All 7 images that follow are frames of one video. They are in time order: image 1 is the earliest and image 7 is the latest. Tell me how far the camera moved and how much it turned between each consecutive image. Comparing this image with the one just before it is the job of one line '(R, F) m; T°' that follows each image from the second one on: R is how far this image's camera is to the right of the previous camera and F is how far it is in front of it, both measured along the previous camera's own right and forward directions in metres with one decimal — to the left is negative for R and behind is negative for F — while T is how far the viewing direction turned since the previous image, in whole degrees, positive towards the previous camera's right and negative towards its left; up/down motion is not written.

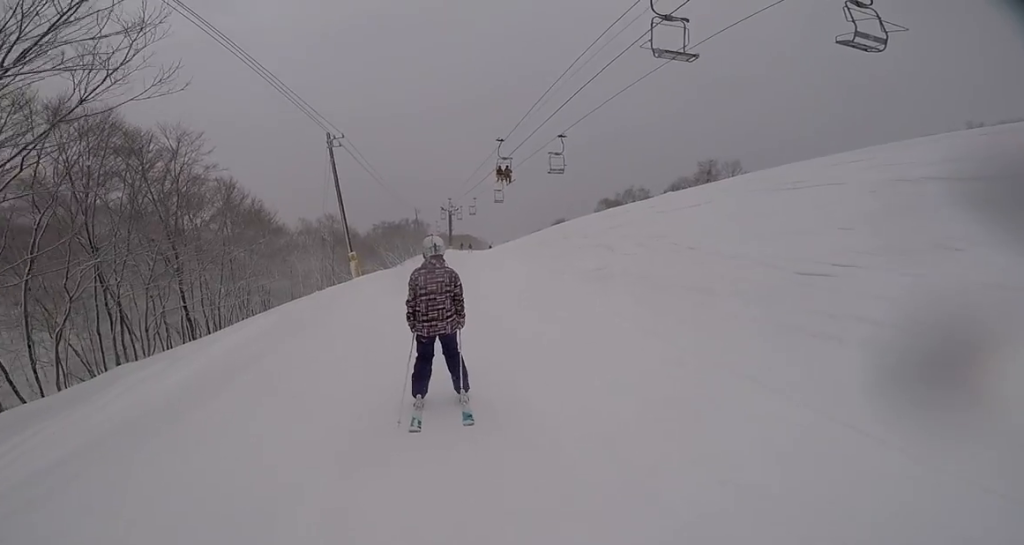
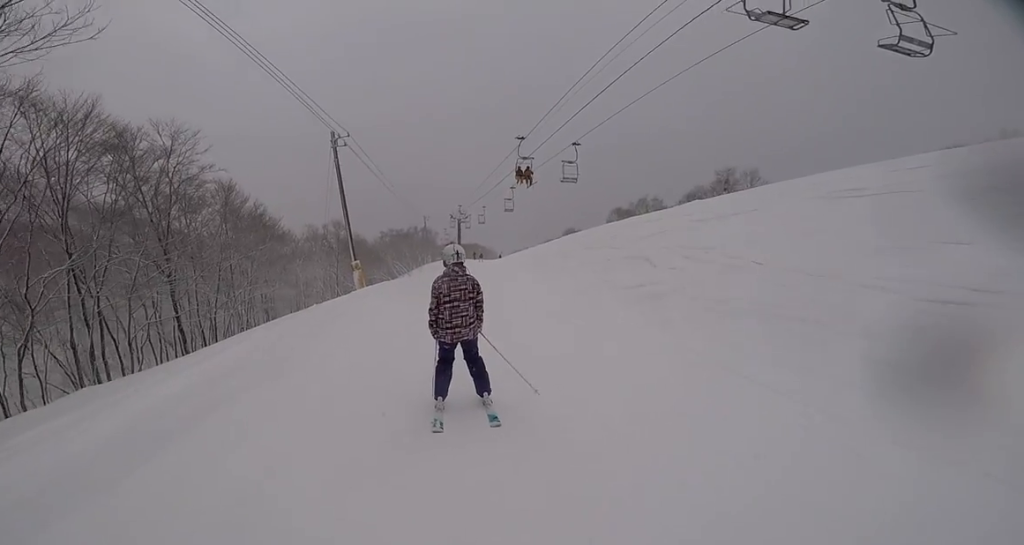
(0.0, +1.9) m; +4°
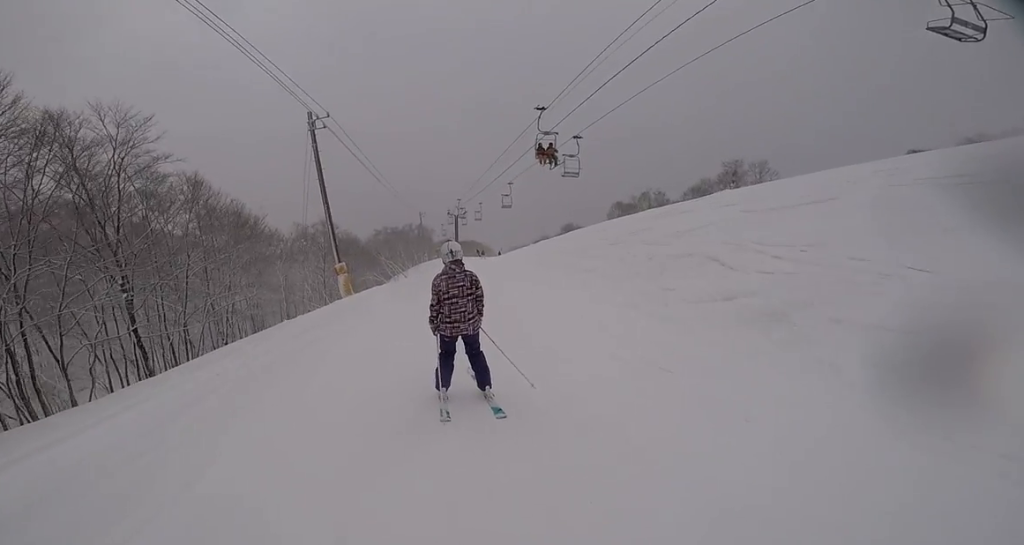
(+0.2, +3.5) m; +5°
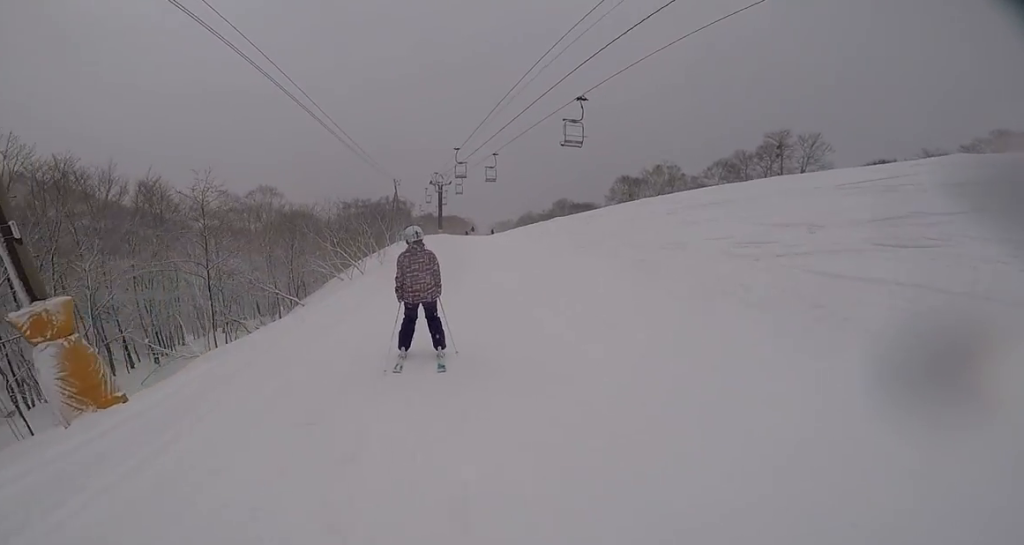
(-1.2, +14.7) m; -10°
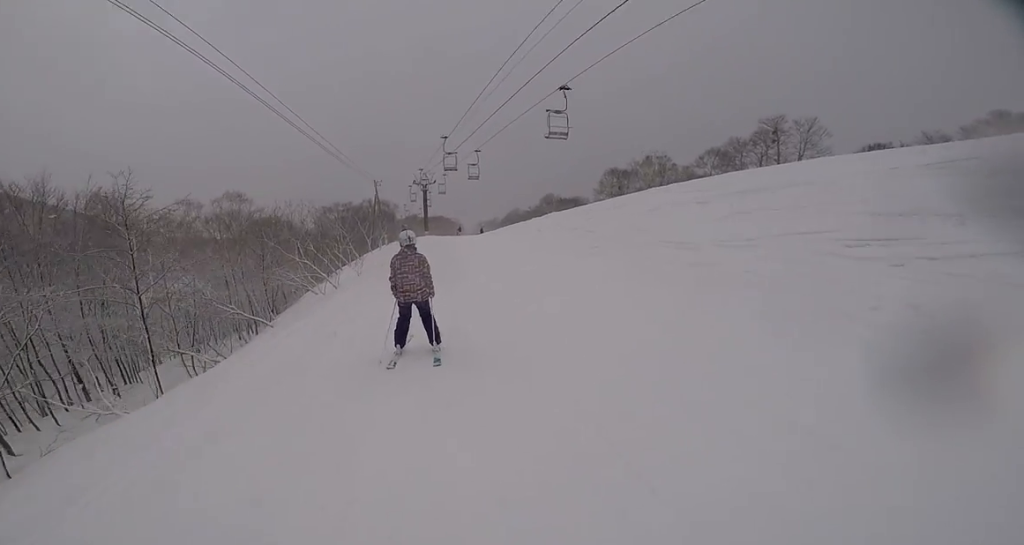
(0.0, +4.0) m; +1°
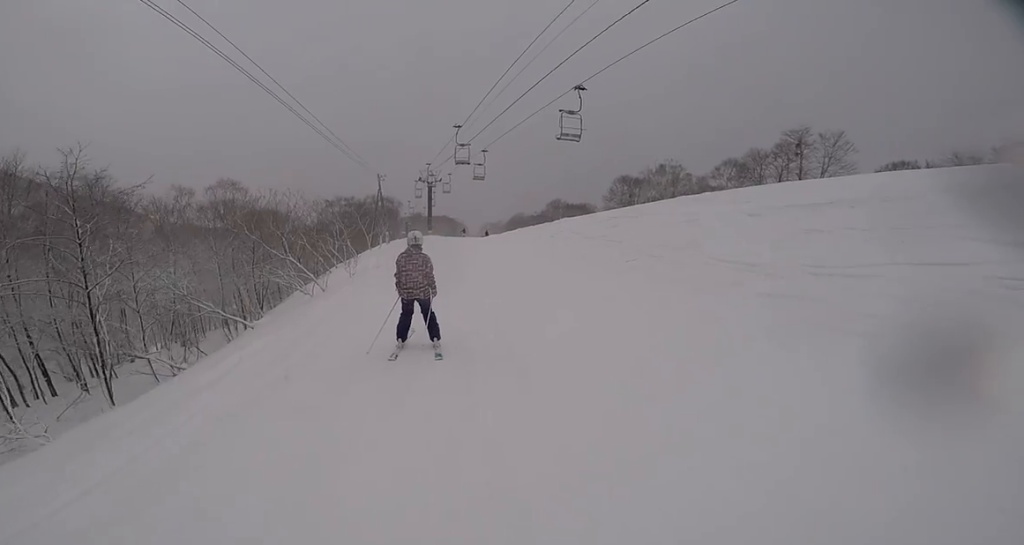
(0.0, +2.6) m; +3°
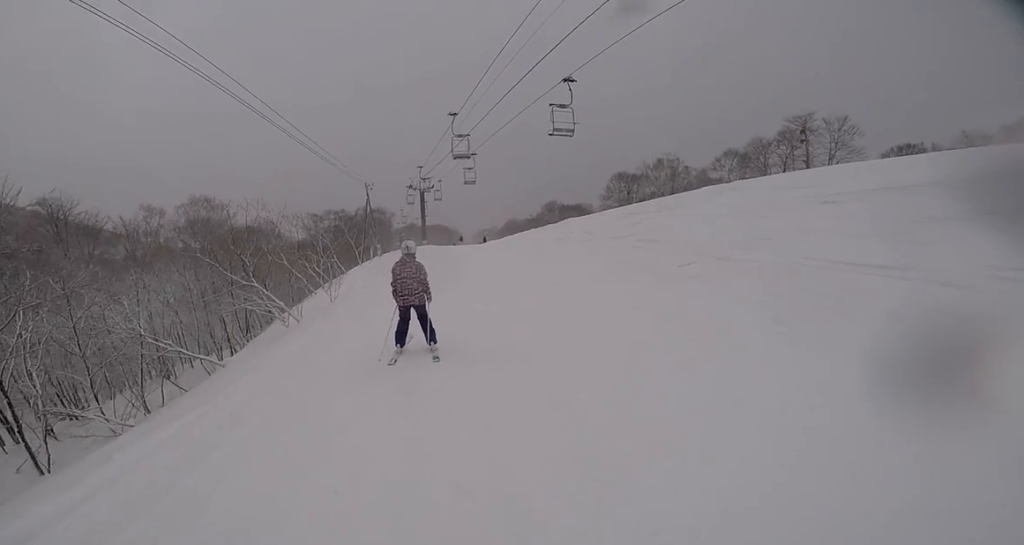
(-0.1, +3.3) m; +5°
